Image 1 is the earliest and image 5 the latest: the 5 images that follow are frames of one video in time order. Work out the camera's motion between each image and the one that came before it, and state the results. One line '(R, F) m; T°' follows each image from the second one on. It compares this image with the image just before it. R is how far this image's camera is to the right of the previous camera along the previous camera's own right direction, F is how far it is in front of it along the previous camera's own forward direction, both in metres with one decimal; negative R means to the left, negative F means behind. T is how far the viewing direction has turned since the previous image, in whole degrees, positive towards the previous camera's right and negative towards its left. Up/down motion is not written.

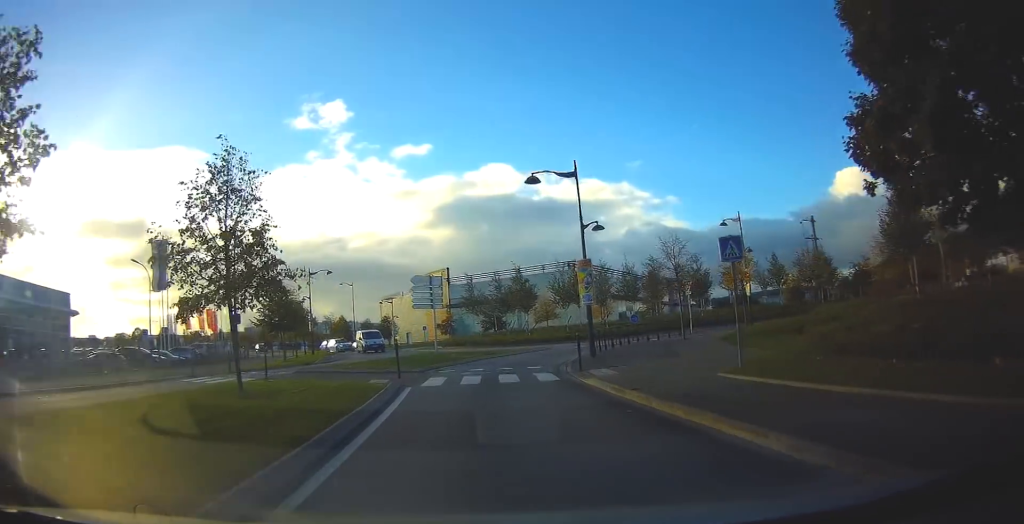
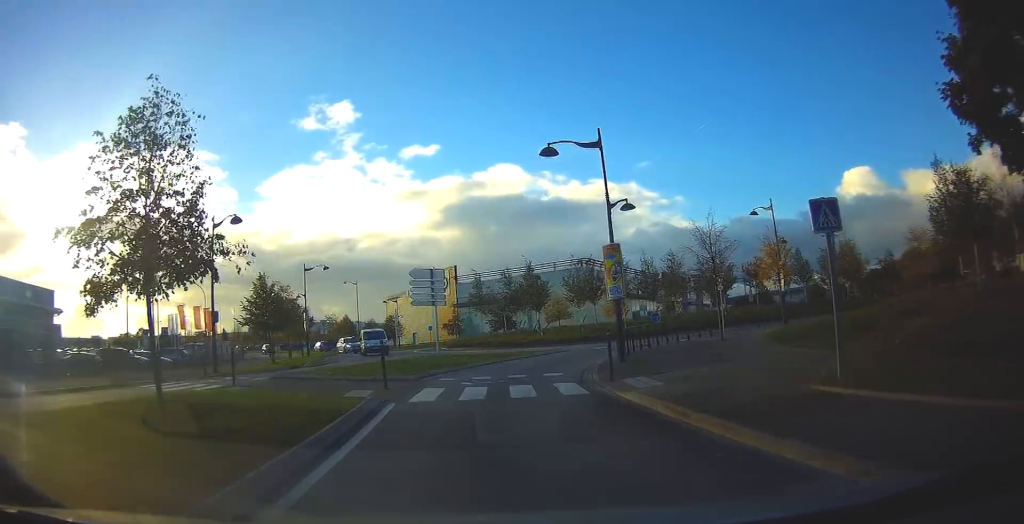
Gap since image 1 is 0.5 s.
(-0.1, +3.8) m; -1°
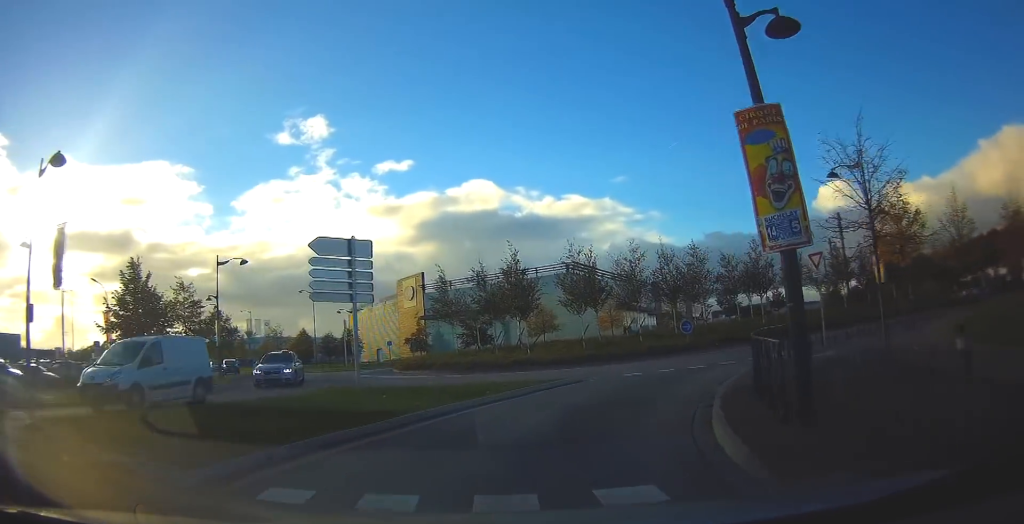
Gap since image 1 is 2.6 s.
(0.0, +12.5) m; +2°
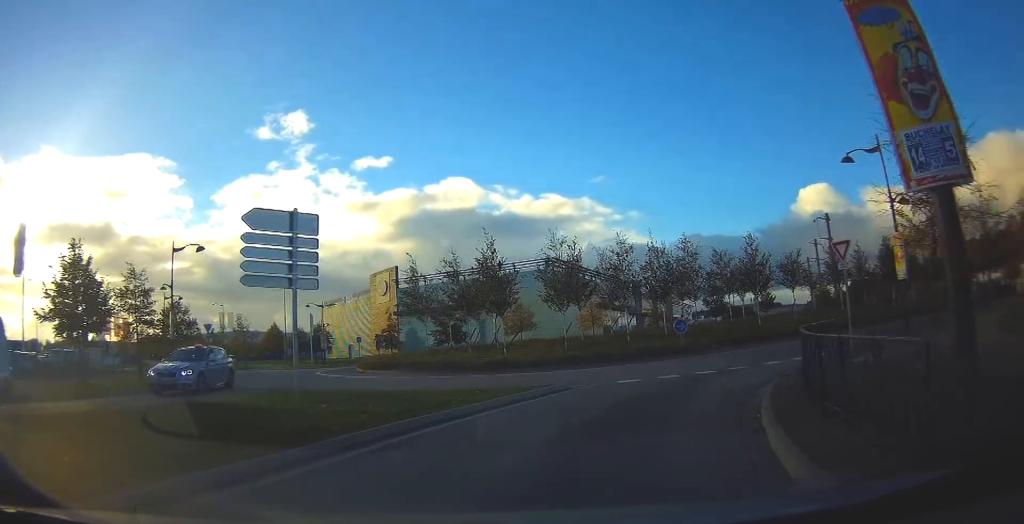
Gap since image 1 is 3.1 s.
(+0.1, +2.9) m; +3°
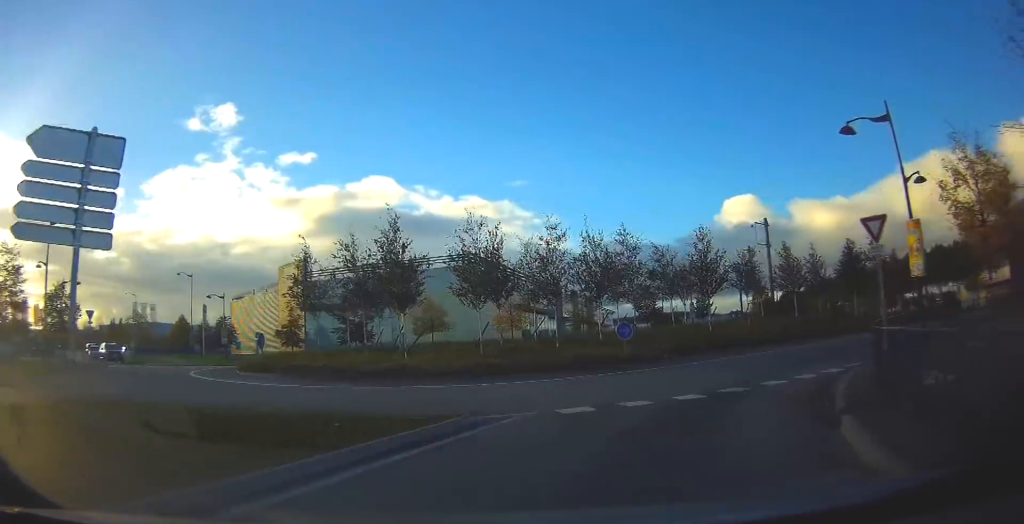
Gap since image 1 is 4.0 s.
(+0.2, +4.7) m; +8°
